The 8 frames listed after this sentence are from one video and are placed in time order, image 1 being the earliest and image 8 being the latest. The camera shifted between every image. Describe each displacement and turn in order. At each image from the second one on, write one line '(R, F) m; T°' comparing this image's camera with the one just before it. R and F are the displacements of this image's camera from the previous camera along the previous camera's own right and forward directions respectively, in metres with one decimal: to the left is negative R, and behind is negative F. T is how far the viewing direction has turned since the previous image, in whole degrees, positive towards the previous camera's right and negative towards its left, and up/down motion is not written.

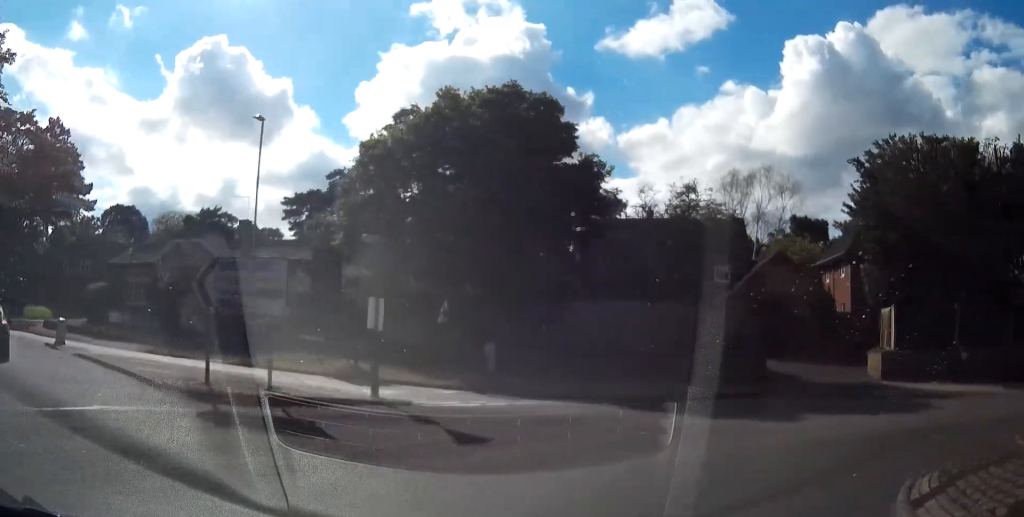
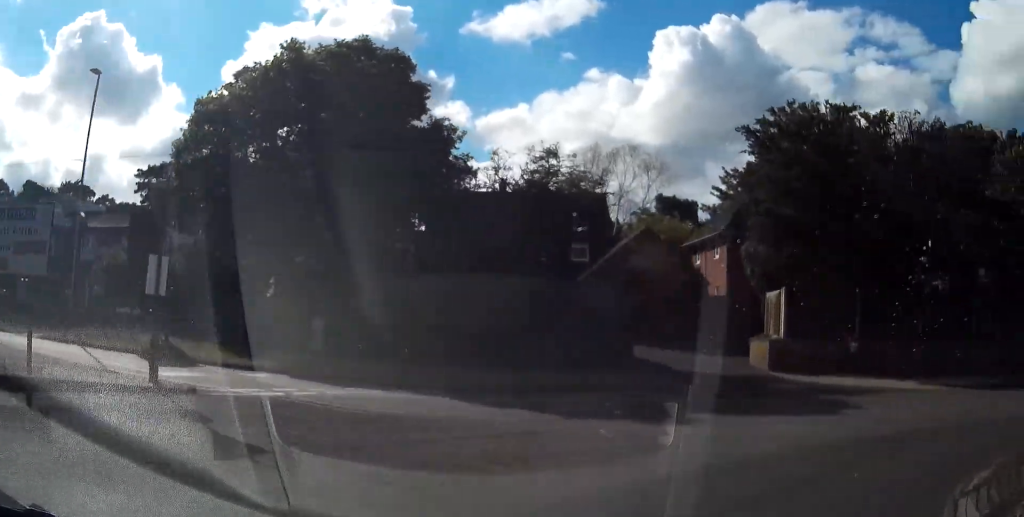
(+0.2, +3.4) m; +9°
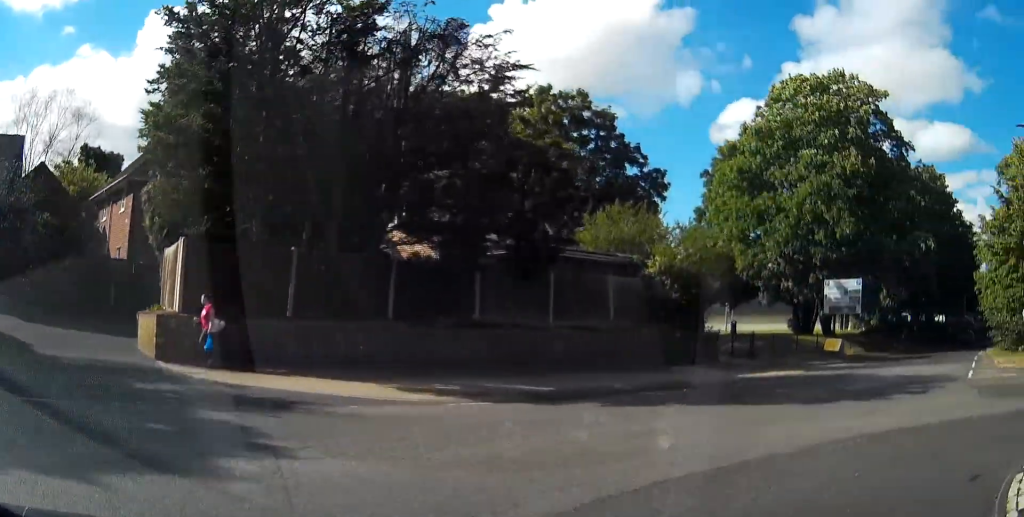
(+1.7, +8.2) m; +38°
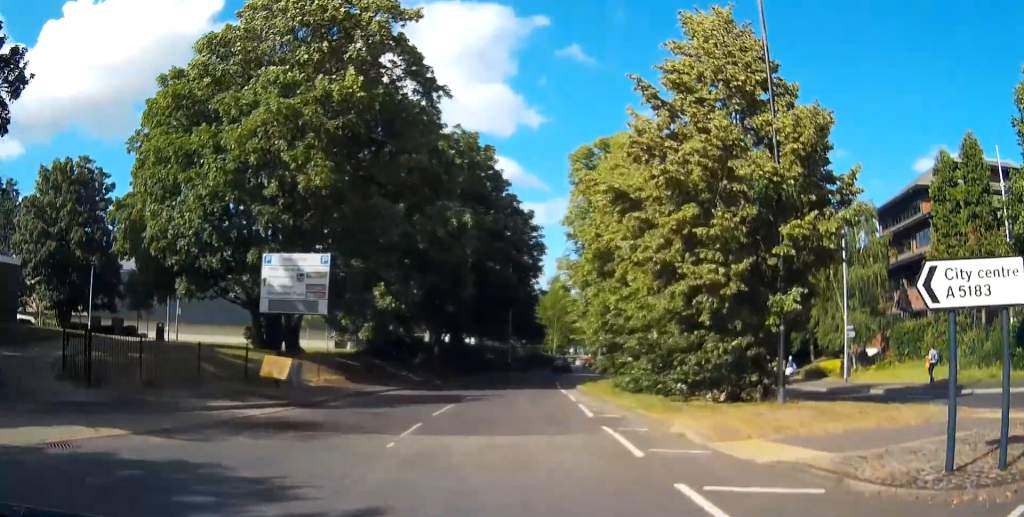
(+8.5, +14.2) m; +42°
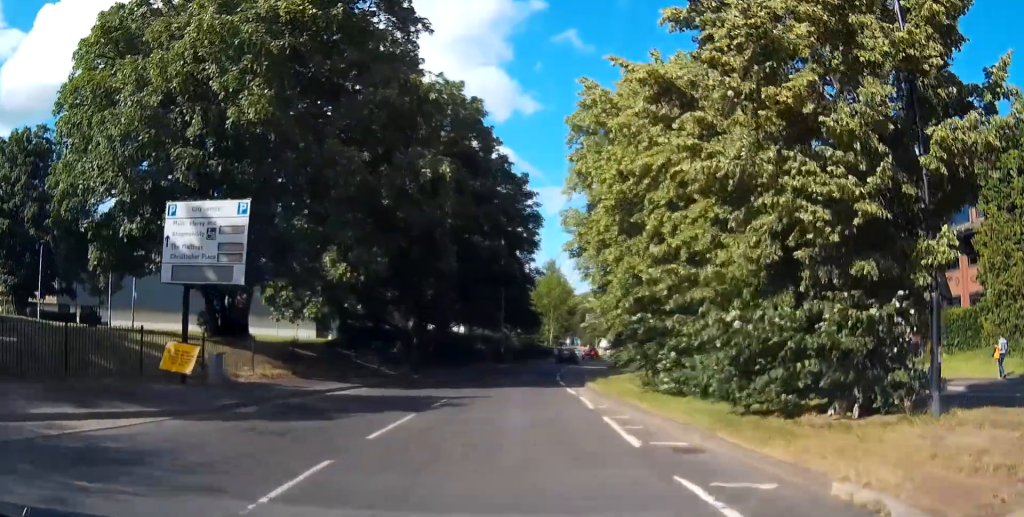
(+0.3, +7.1) m; +2°
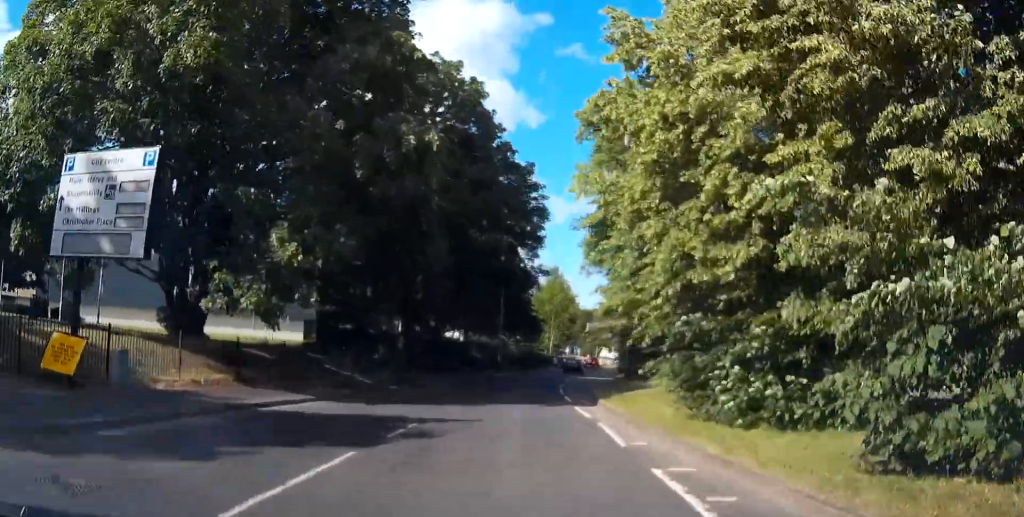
(0.0, +5.2) m; +2°
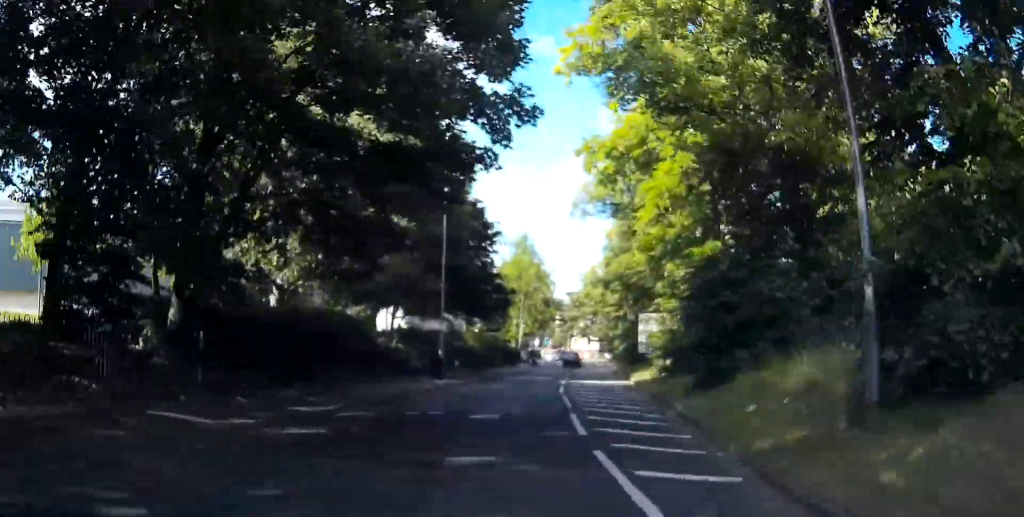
(+0.7, +24.5) m; +2°
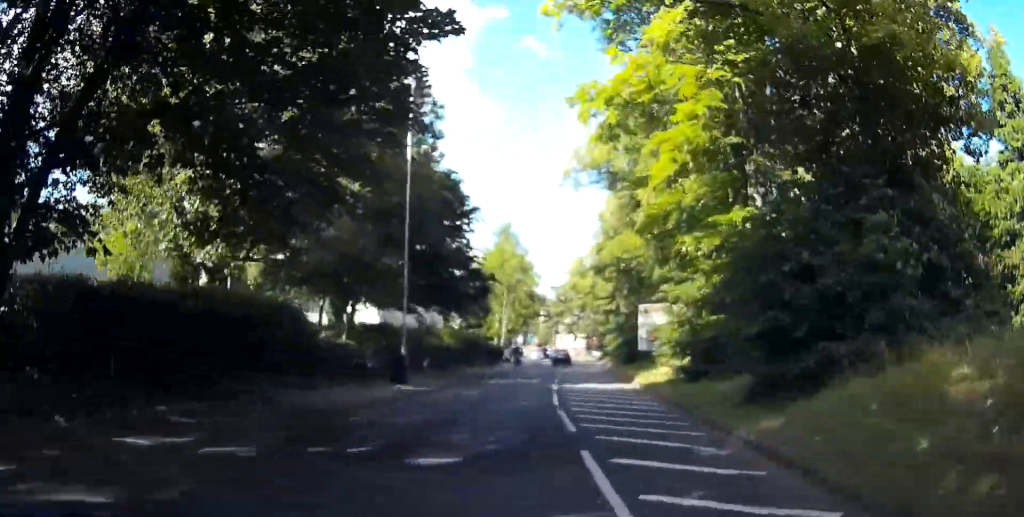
(0.0, +6.6) m; 0°
